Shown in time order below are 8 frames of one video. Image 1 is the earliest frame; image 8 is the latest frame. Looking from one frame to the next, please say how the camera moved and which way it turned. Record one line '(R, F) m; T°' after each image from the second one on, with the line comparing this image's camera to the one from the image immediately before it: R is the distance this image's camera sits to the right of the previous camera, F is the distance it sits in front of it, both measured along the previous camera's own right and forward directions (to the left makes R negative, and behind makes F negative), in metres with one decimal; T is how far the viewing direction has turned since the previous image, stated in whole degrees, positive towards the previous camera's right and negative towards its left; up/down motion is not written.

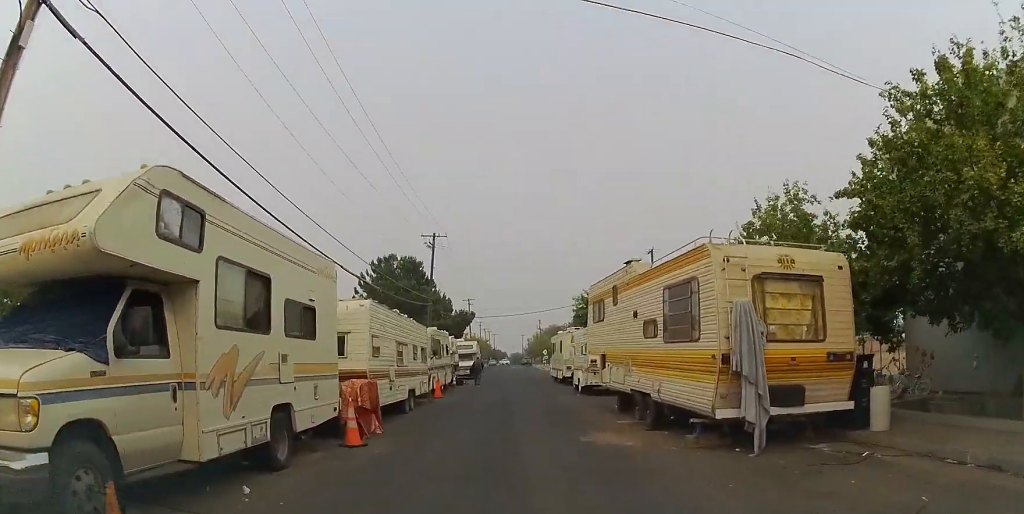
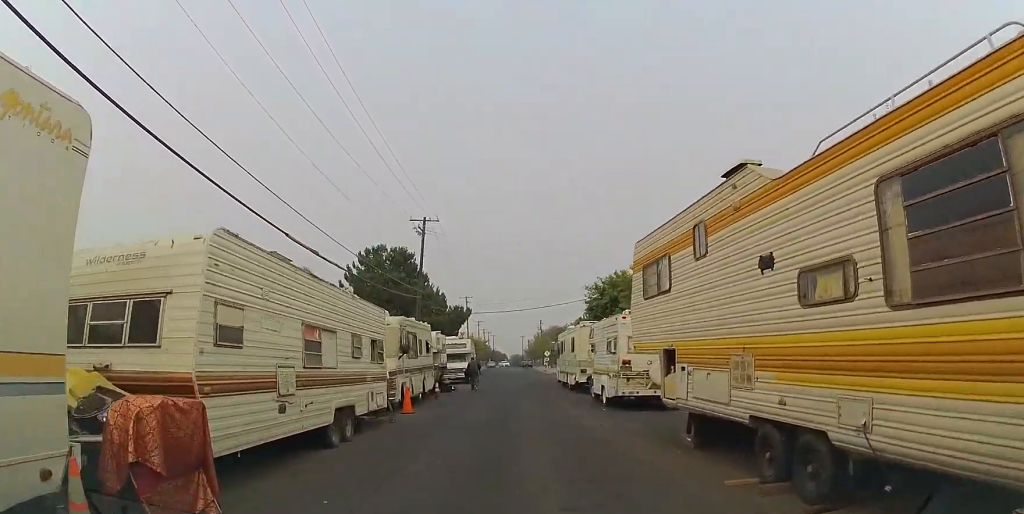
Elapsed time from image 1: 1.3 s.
(-0.6, +6.1) m; -6°
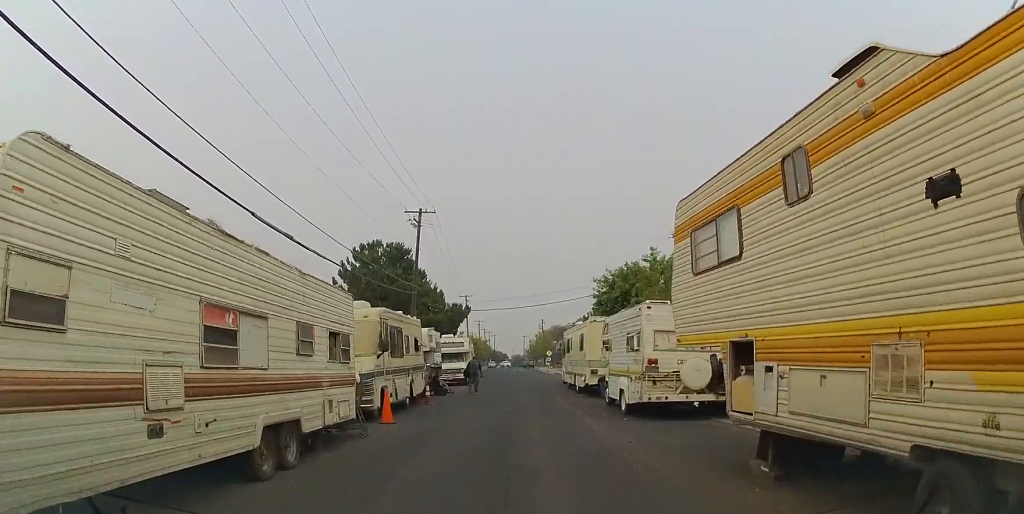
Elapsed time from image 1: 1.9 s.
(0.0, +2.7) m; 0°
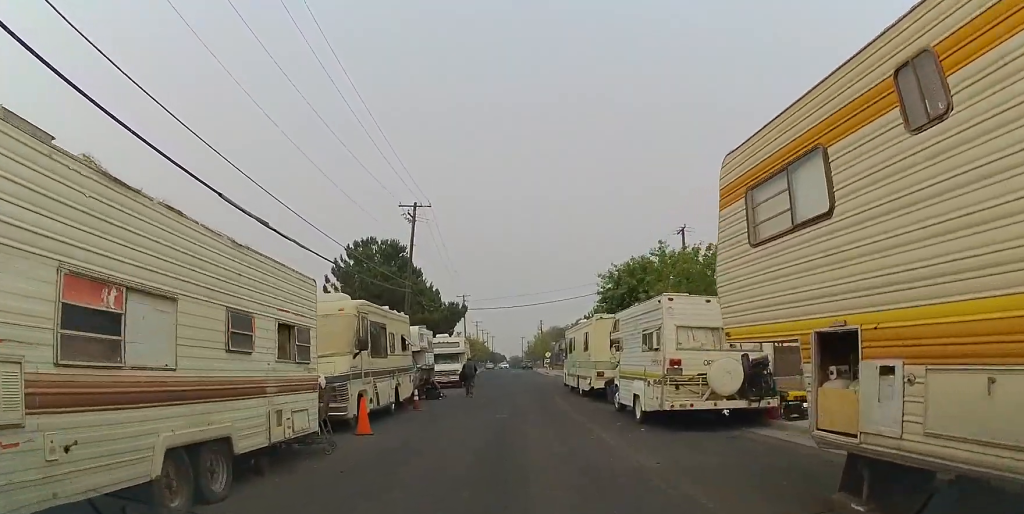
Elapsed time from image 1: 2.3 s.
(0.0, +1.9) m; 0°
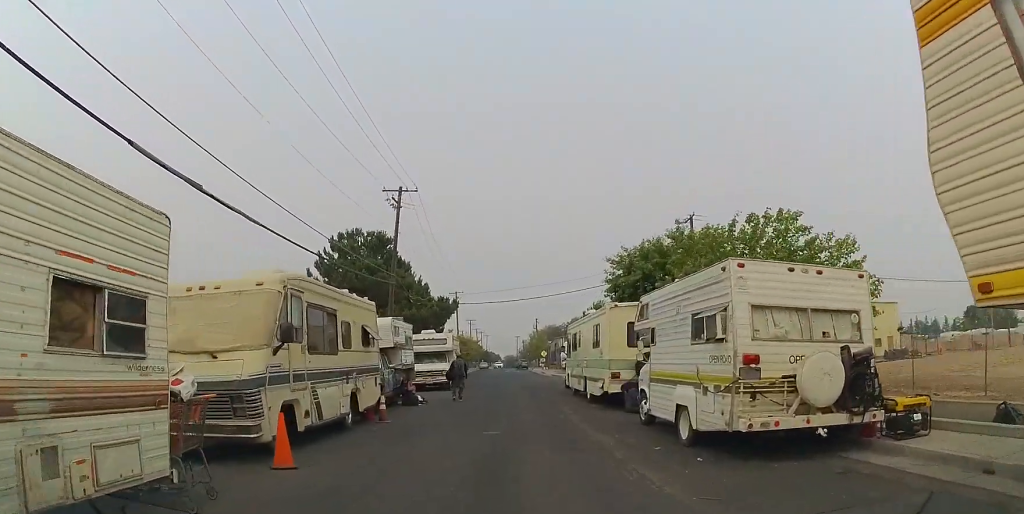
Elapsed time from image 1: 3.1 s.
(0.0, +3.9) m; 0°
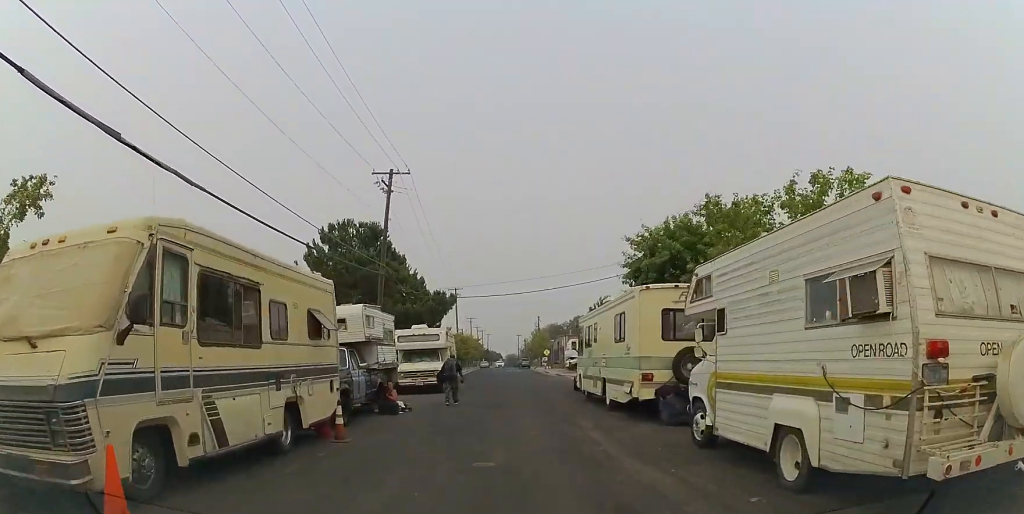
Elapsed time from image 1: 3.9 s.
(0.0, +3.7) m; 0°
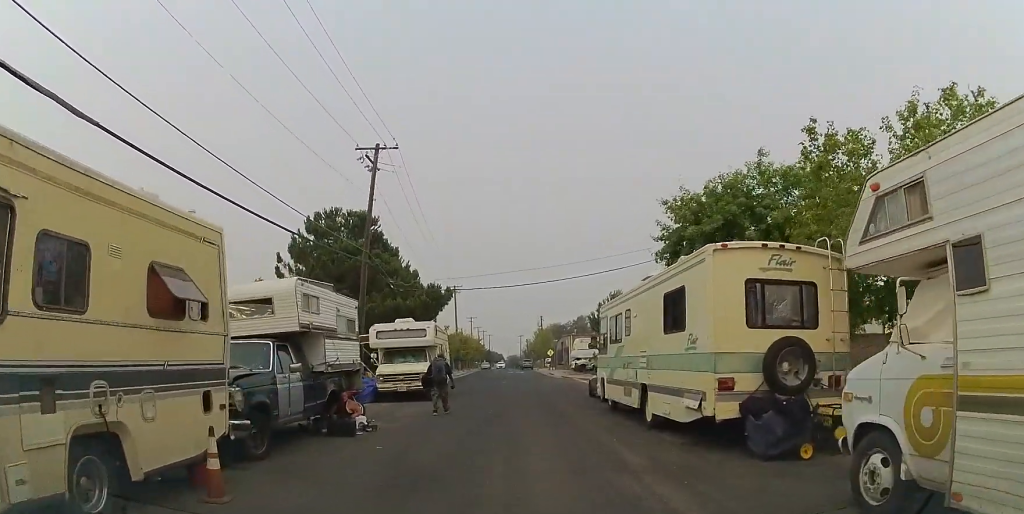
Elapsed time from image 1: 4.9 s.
(0.0, +4.6) m; 0°
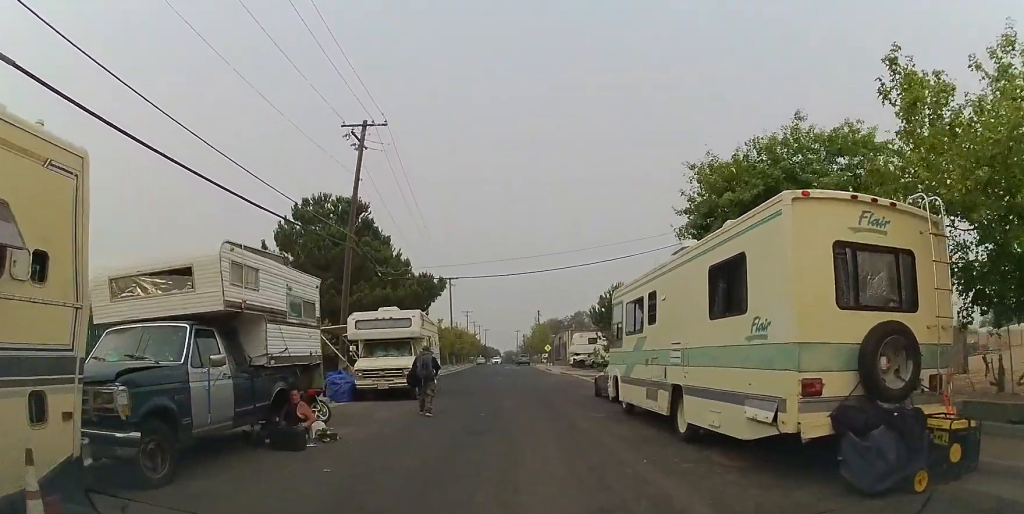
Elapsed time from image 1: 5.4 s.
(0.0, +2.5) m; 0°
